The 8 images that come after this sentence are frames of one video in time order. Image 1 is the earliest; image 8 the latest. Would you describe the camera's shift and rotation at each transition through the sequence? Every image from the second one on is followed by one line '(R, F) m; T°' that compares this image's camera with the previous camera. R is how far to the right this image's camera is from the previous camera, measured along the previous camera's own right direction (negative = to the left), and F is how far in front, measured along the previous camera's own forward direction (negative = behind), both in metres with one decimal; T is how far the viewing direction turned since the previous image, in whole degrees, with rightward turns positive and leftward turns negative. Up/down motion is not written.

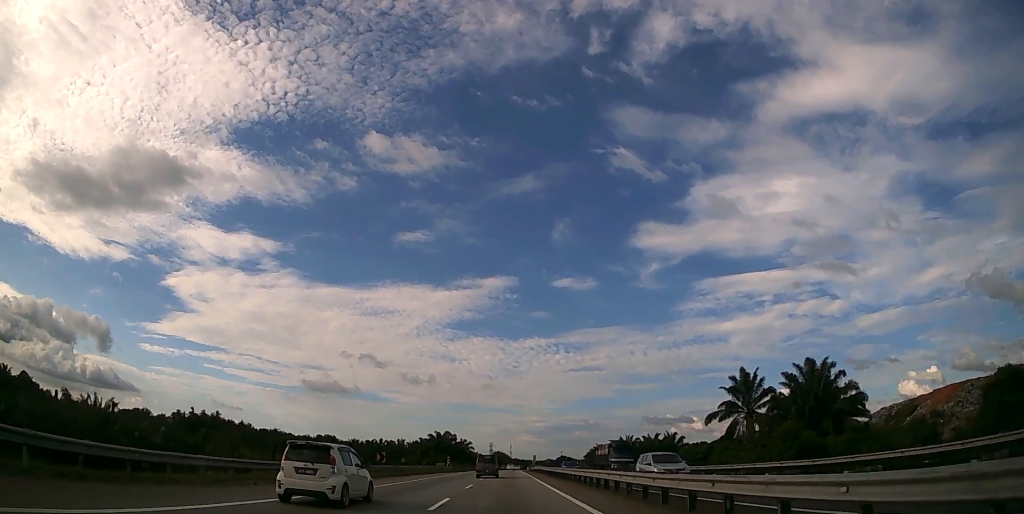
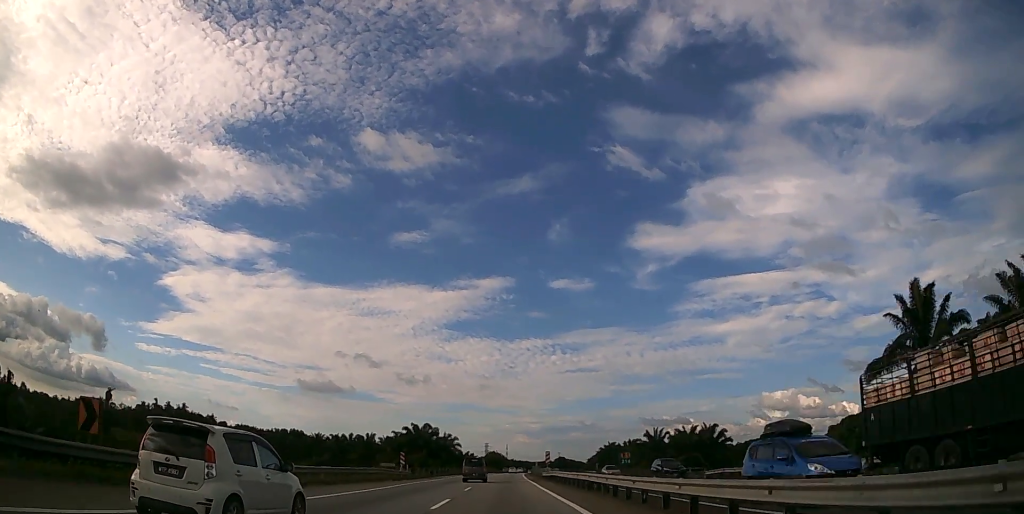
(+0.2, +34.4) m; 0°
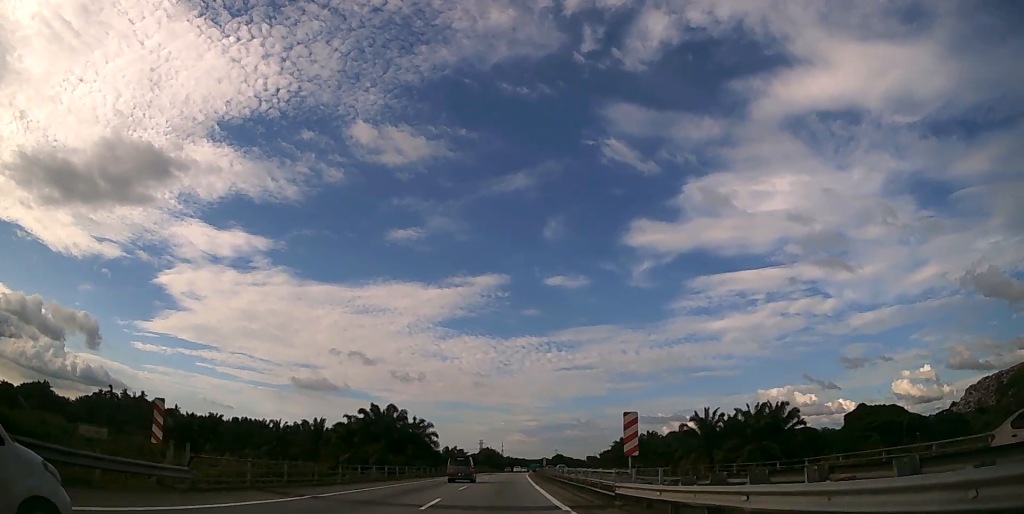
(+0.1, +35.8) m; 0°
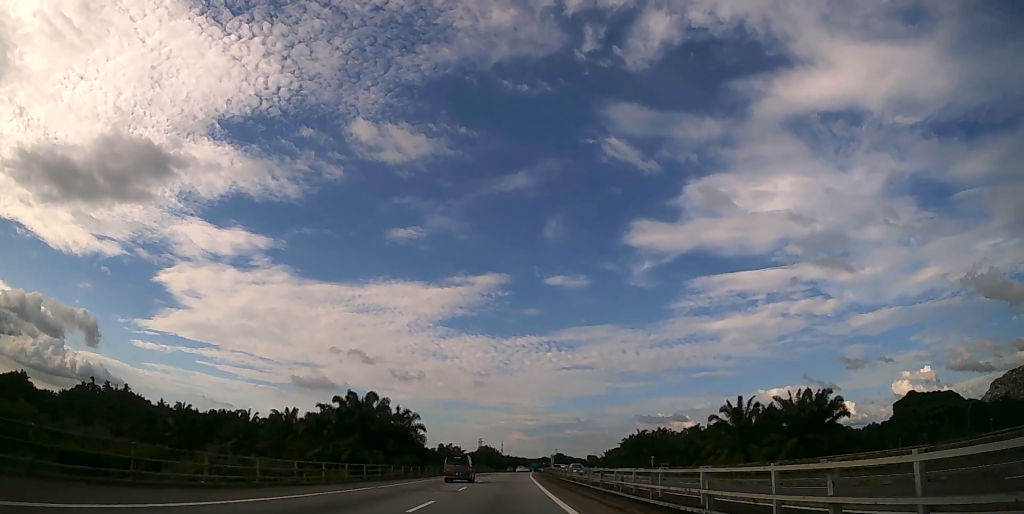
(+0.1, +14.0) m; 0°
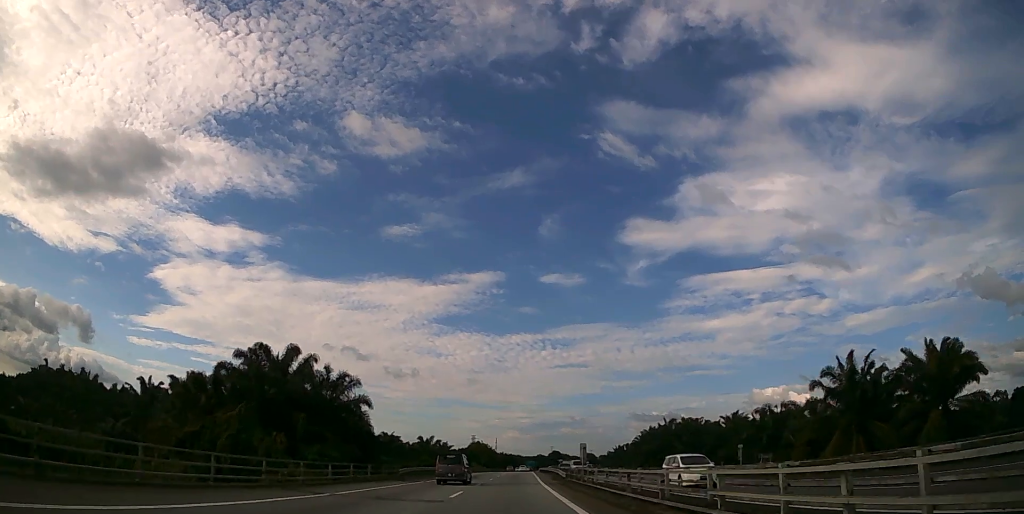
(+0.1, +29.3) m; 0°
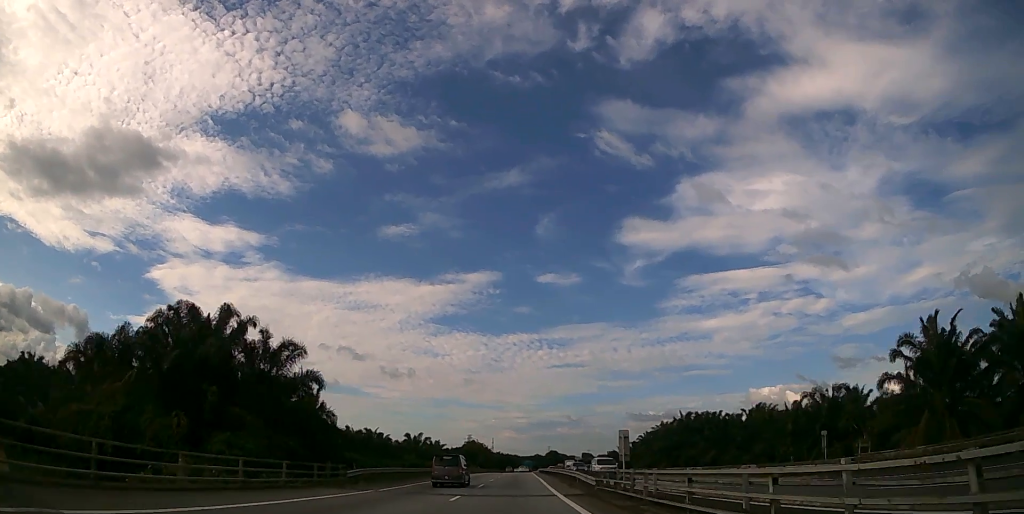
(0.0, +12.9) m; 0°
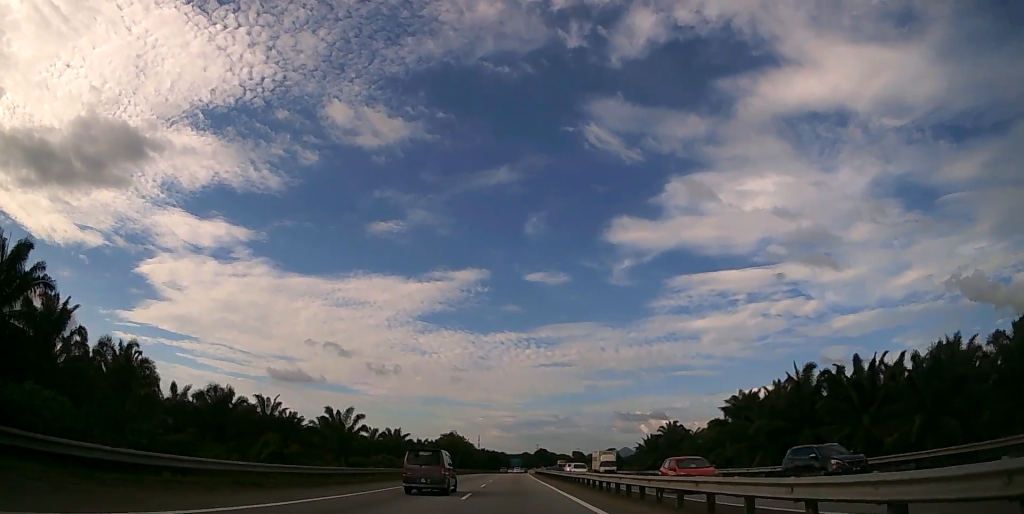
(+0.5, +47.5) m; +1°
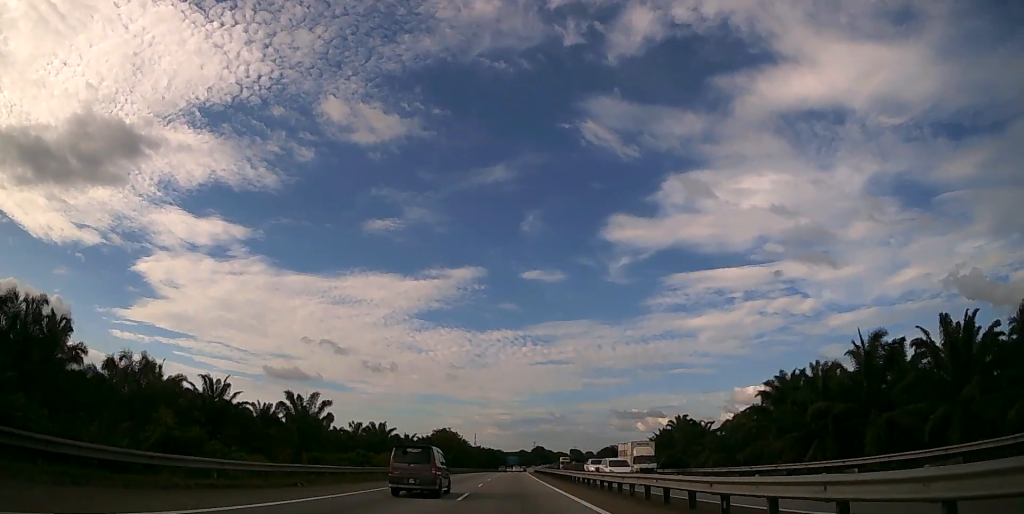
(0.0, +13.0) m; 0°
